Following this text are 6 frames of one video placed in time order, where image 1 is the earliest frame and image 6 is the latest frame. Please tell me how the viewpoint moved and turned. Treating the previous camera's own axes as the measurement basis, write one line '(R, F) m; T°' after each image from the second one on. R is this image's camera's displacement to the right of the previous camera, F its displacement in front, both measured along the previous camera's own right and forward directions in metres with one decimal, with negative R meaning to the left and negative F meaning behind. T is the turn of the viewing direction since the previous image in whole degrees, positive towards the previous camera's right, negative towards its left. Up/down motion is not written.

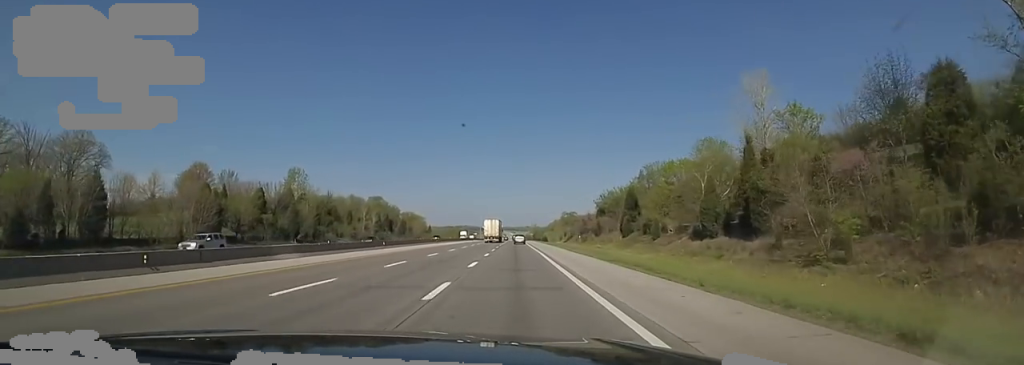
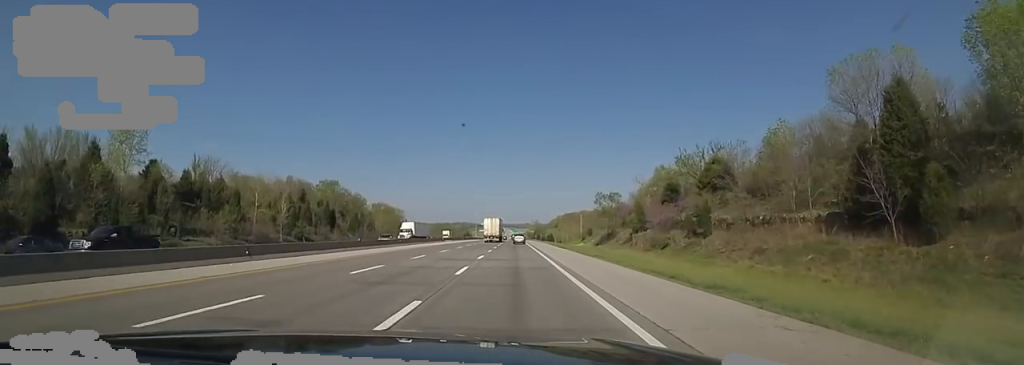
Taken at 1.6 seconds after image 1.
(0.0, +53.9) m; 0°
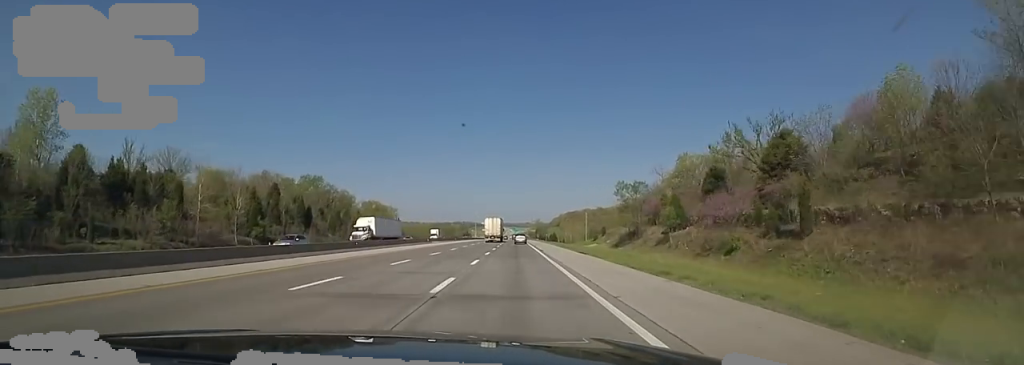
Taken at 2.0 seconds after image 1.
(0.0, +14.6) m; 0°
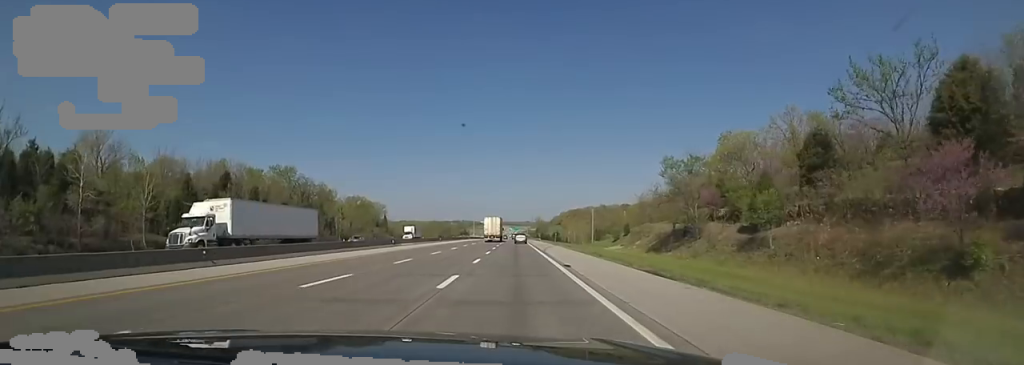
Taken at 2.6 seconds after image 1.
(0.0, +19.1) m; 0°
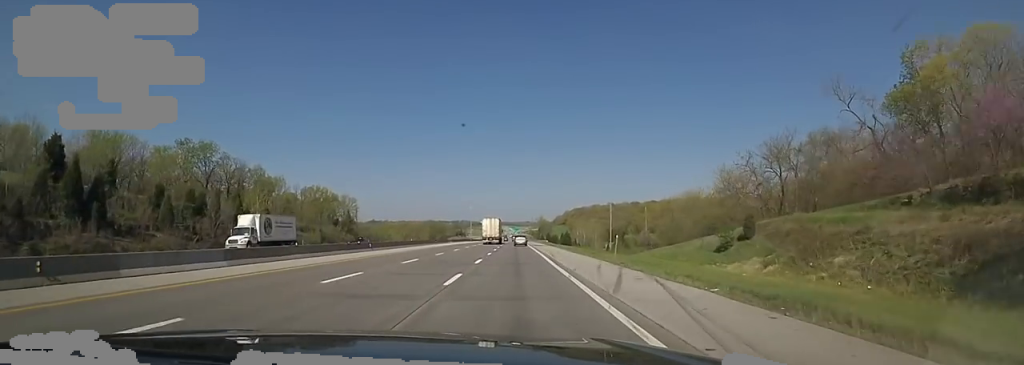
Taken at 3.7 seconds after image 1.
(0.0, +38.2) m; -3°
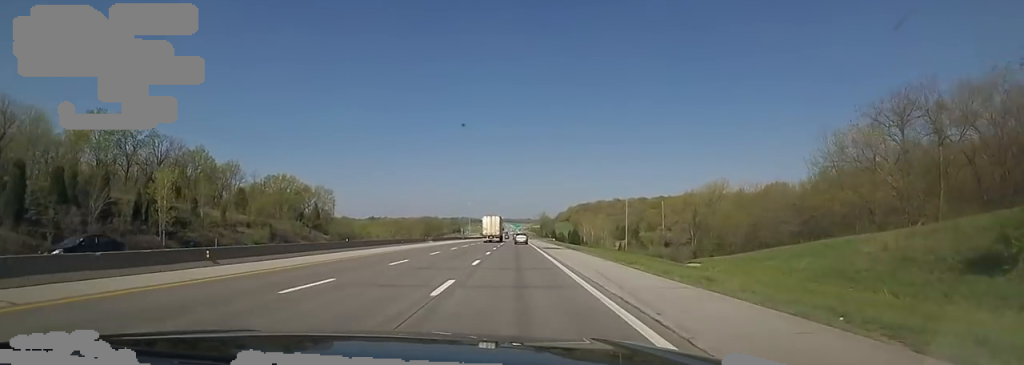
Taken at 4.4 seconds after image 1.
(-1.0, +22.4) m; 0°
